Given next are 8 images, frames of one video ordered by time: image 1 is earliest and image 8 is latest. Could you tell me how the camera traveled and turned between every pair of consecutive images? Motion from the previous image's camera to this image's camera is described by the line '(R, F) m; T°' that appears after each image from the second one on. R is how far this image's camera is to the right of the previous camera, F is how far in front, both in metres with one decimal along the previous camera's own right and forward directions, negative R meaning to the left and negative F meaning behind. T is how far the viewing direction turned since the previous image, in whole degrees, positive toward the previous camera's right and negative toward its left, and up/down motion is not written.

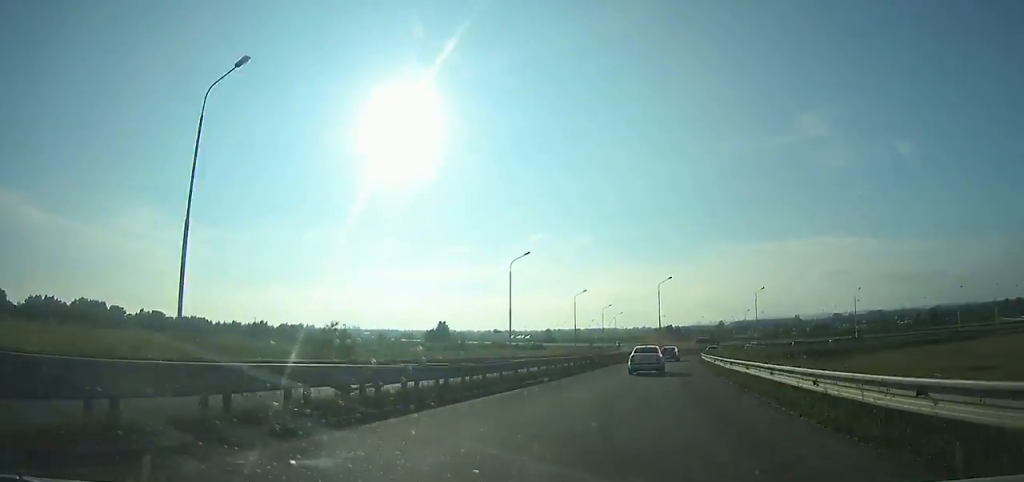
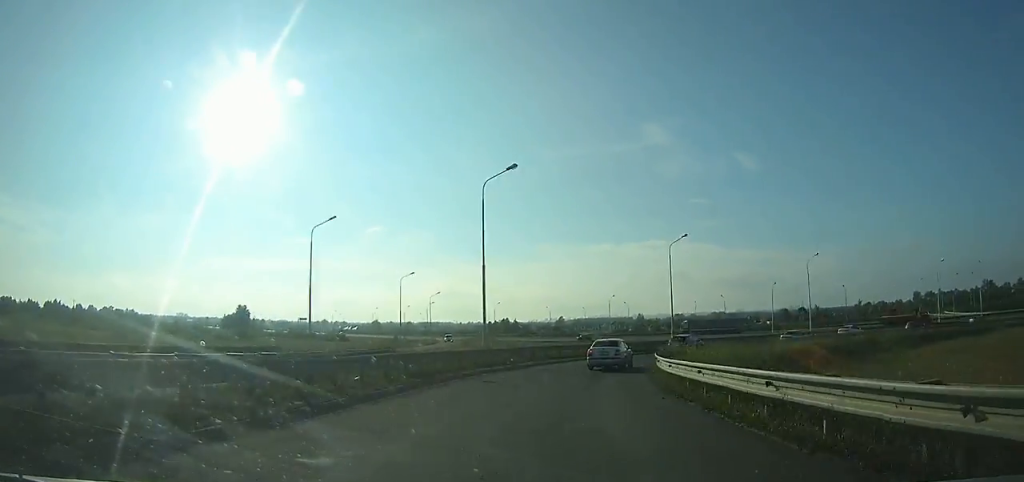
(+10.2, +44.7) m; +22°
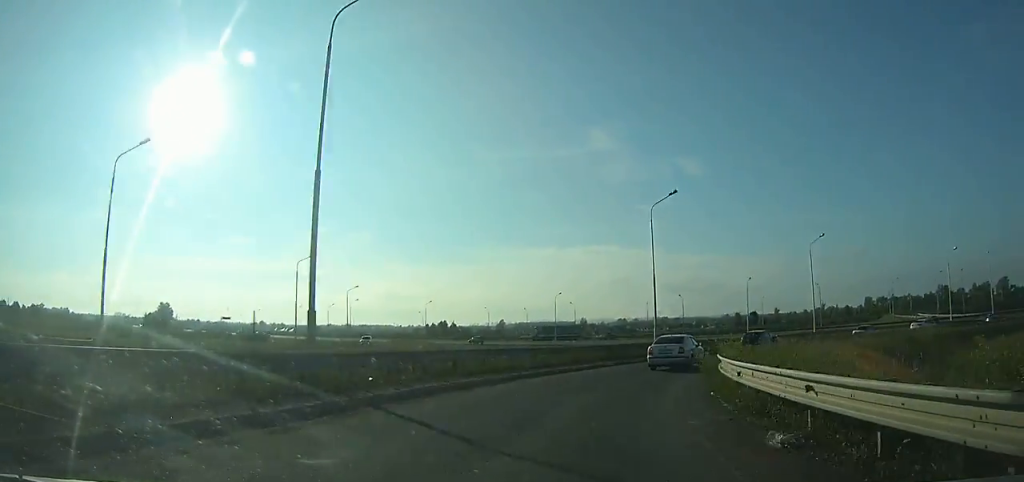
(+1.2, +15.2) m; +8°
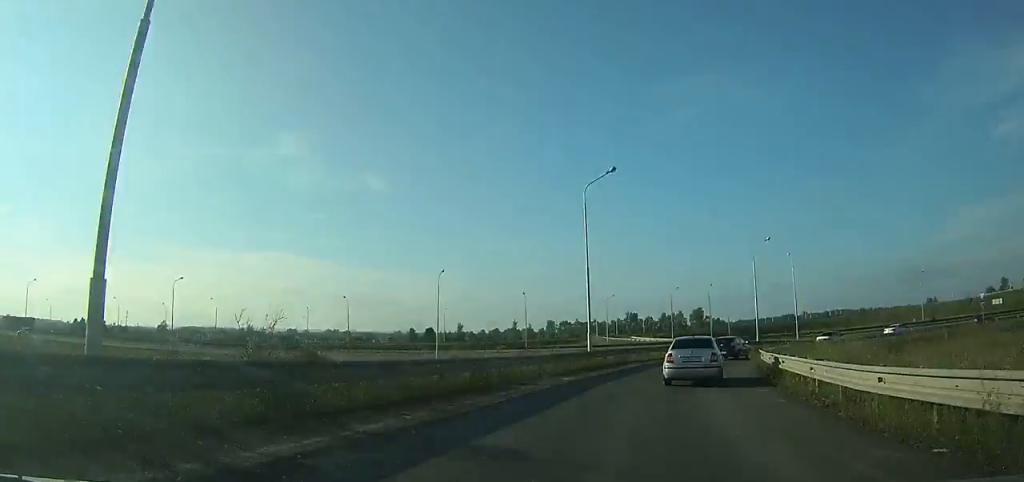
(+4.2, +31.9) m; +22°
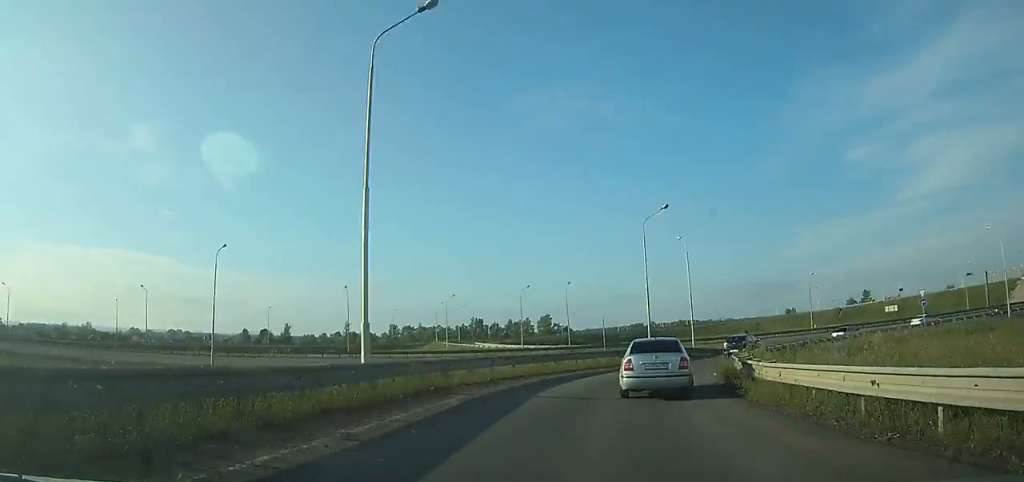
(+1.7, +17.3) m; +16°
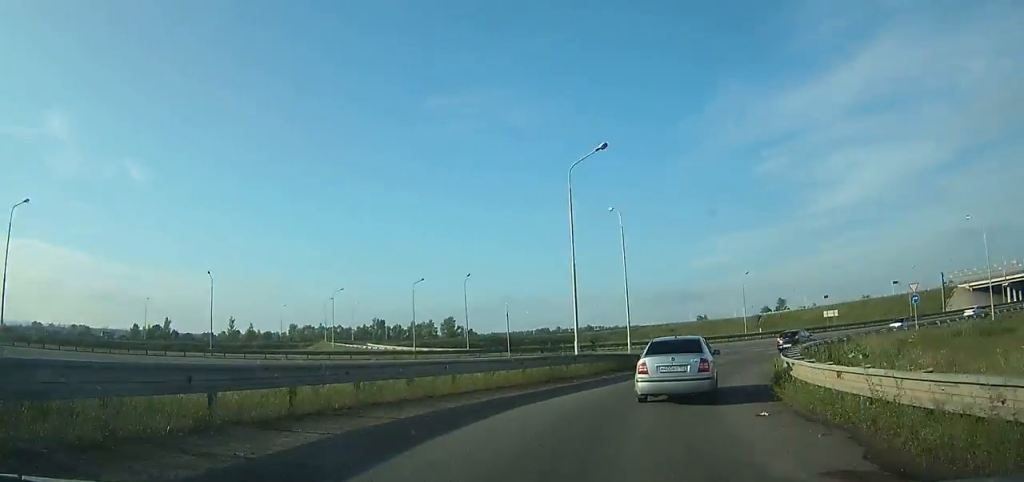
(+2.2, +13.4) m; +13°
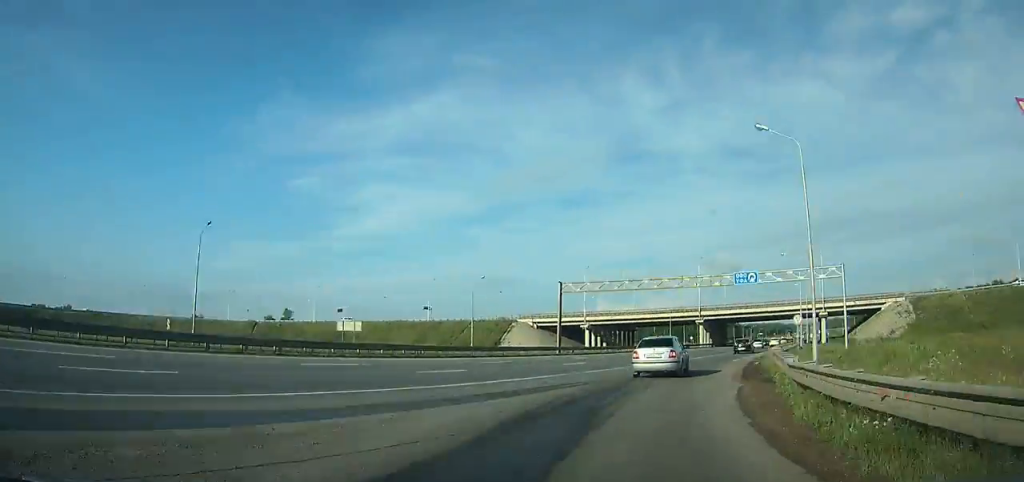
(+19.9, +46.1) m; +46°
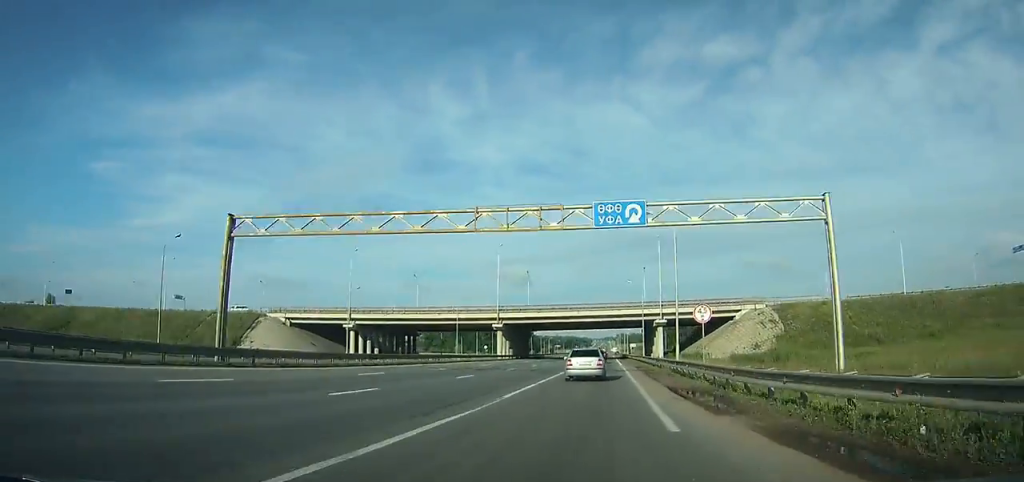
(+5.8, +28.4) m; +14°
